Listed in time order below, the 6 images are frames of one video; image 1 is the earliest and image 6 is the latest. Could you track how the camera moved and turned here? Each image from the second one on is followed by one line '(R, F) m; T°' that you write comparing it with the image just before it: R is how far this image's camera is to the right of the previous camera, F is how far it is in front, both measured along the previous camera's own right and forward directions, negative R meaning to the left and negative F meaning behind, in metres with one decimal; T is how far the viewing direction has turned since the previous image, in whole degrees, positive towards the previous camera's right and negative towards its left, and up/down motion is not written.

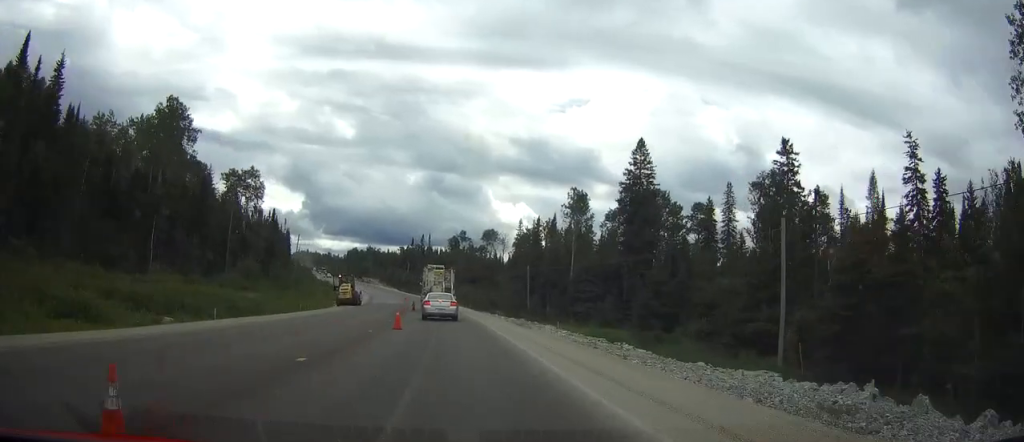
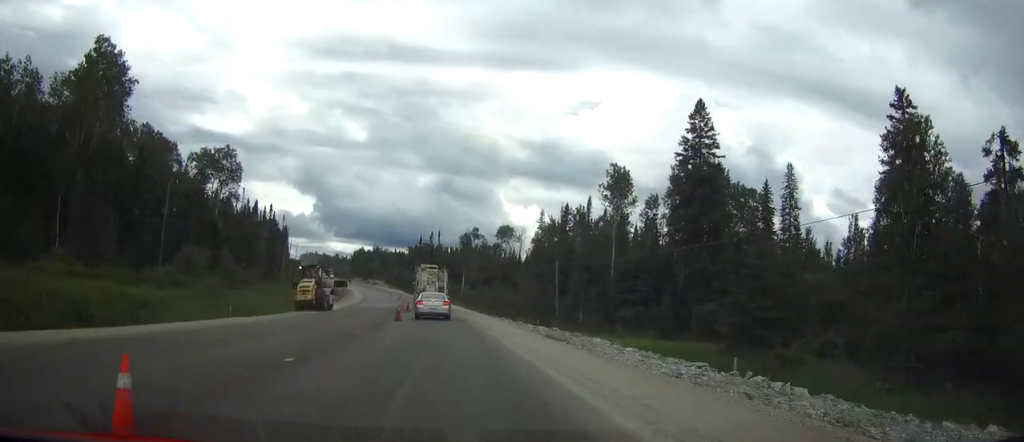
(-0.2, +20.9) m; -1°
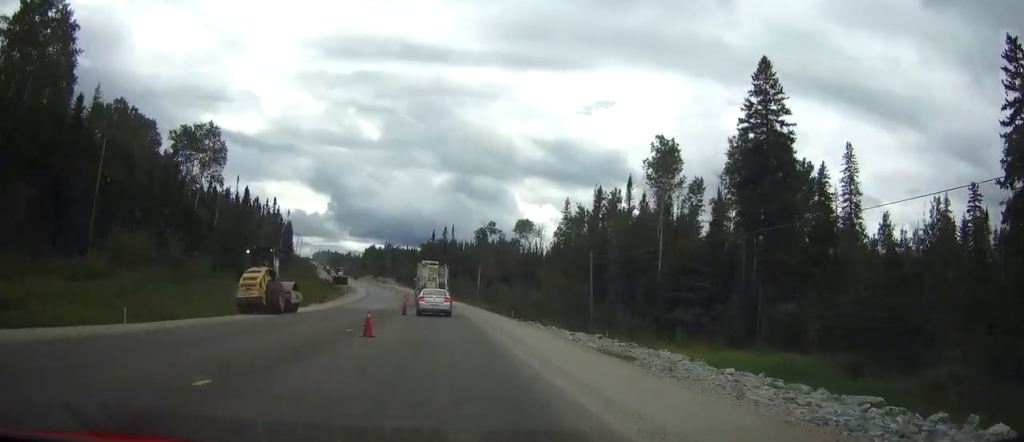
(0.0, +14.6) m; -1°
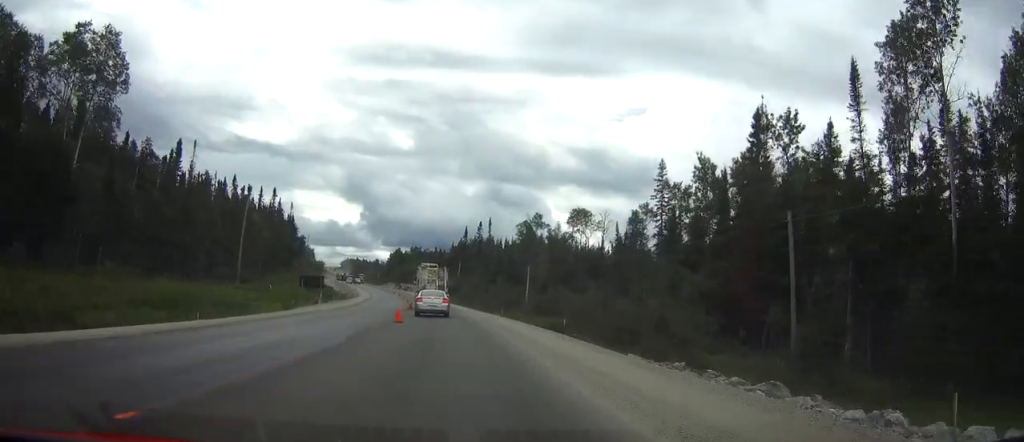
(-1.4, +41.7) m; -3°
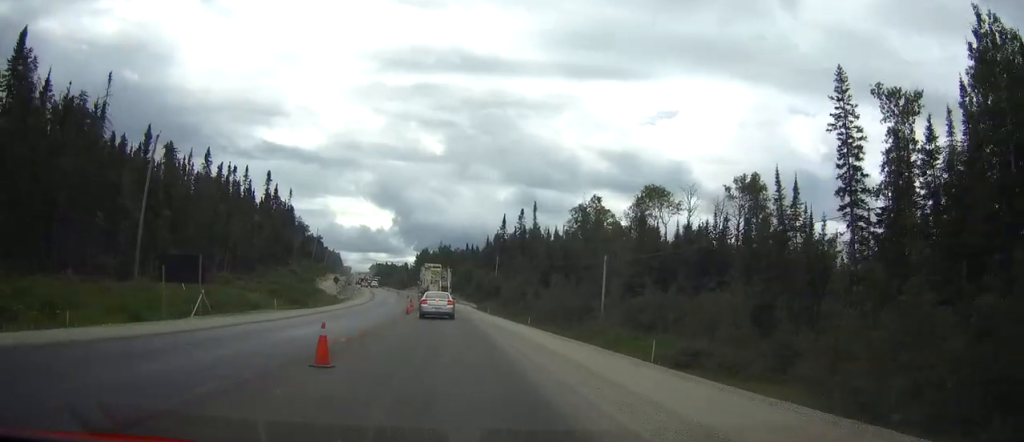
(-0.9, +37.8) m; -3°
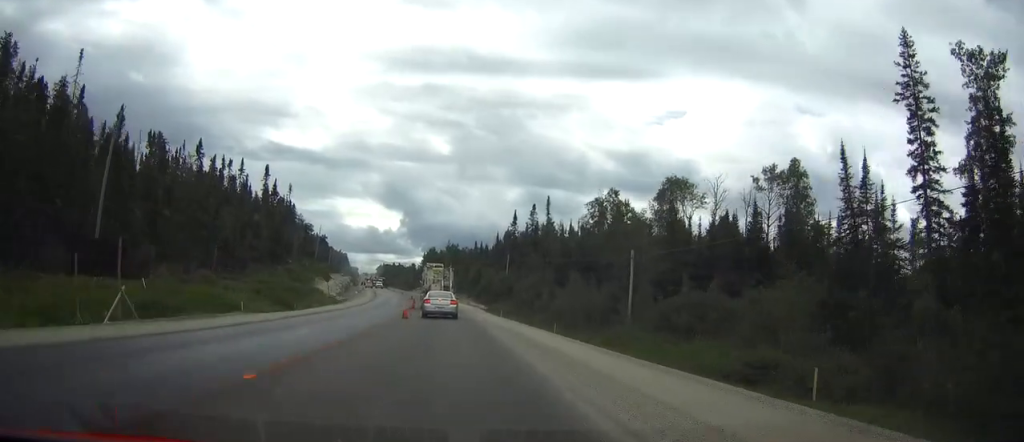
(-0.1, +8.4) m; -1°
